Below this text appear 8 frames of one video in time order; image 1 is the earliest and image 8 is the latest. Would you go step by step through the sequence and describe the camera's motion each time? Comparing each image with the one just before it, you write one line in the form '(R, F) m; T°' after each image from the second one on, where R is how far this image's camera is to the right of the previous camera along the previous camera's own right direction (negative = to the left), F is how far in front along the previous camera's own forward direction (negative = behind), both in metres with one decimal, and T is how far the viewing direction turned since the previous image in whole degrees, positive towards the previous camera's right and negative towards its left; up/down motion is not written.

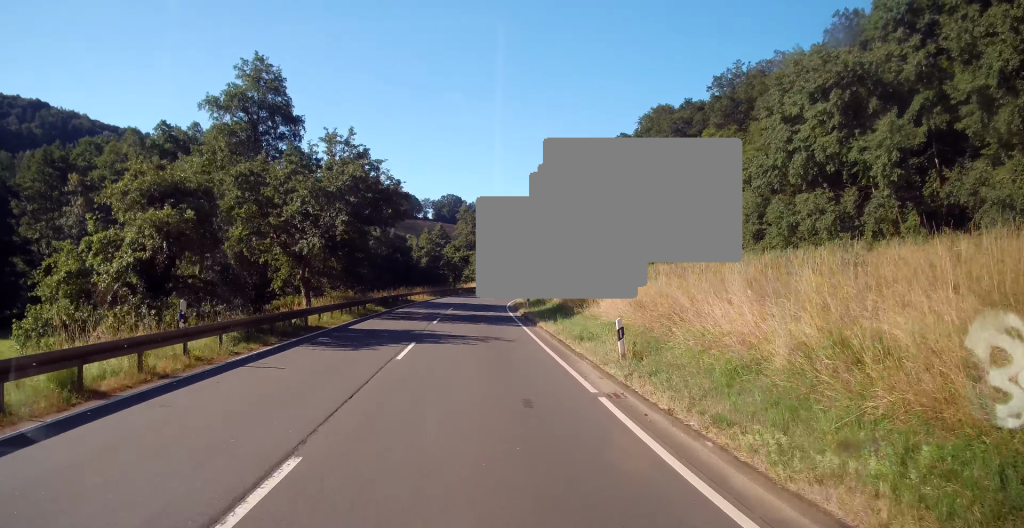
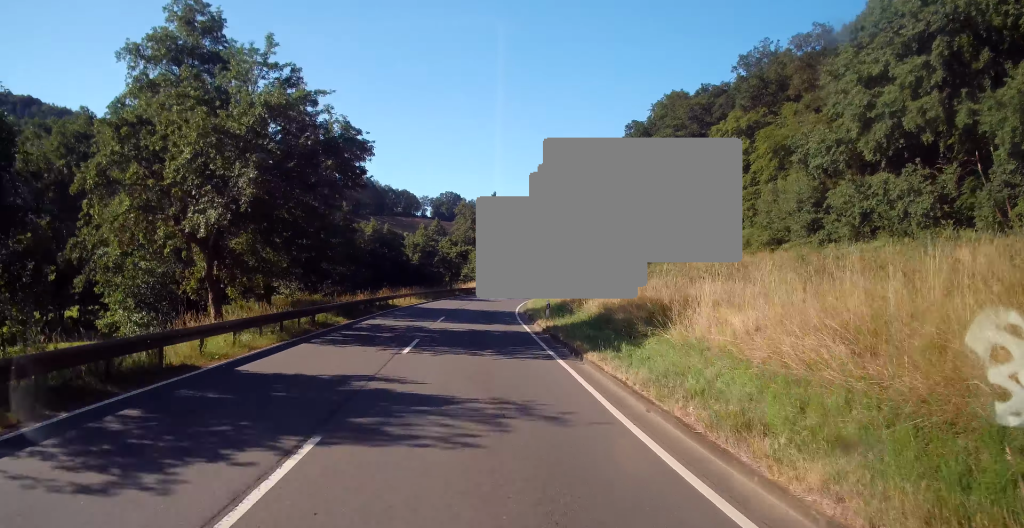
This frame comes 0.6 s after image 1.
(0.0, +10.7) m; -1°
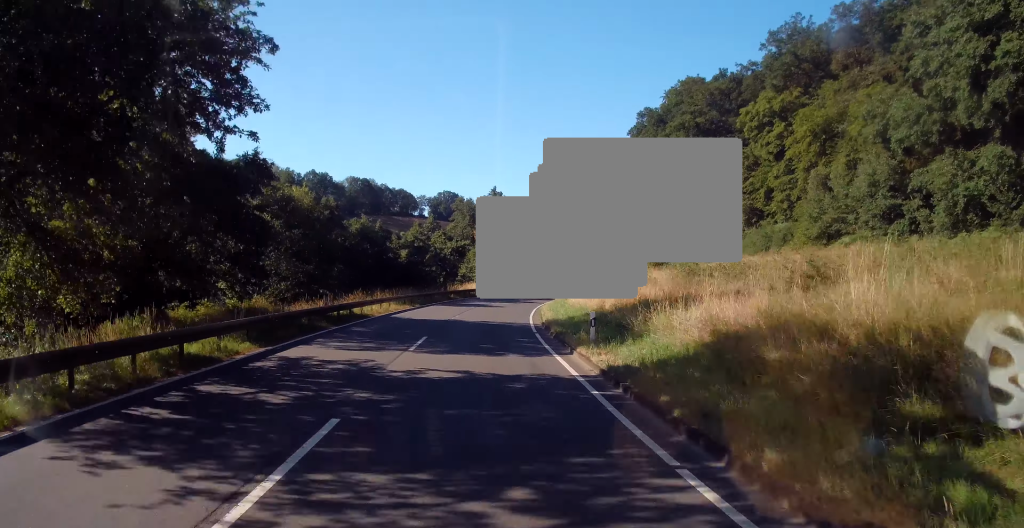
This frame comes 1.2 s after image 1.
(-0.1, +11.3) m; 0°
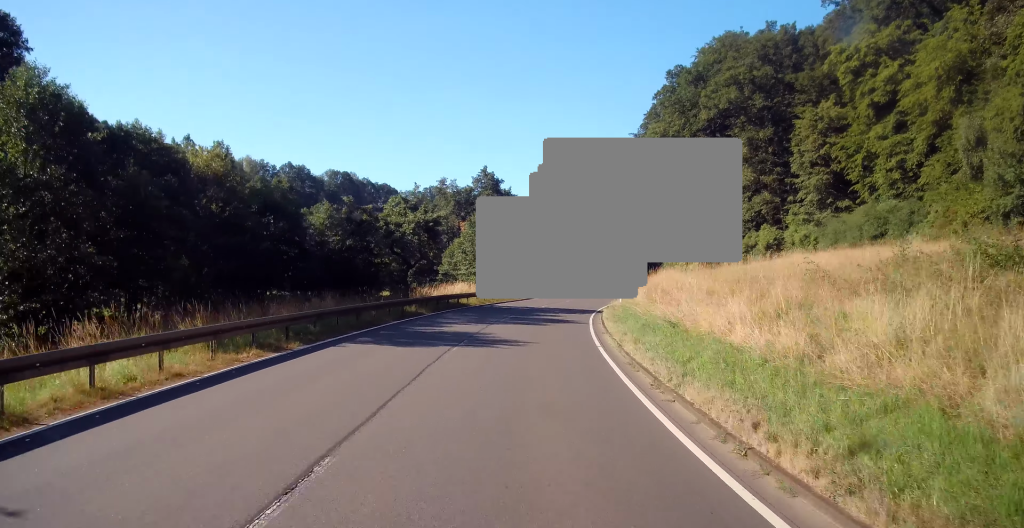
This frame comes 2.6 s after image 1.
(+0.5, +27.0) m; +4°
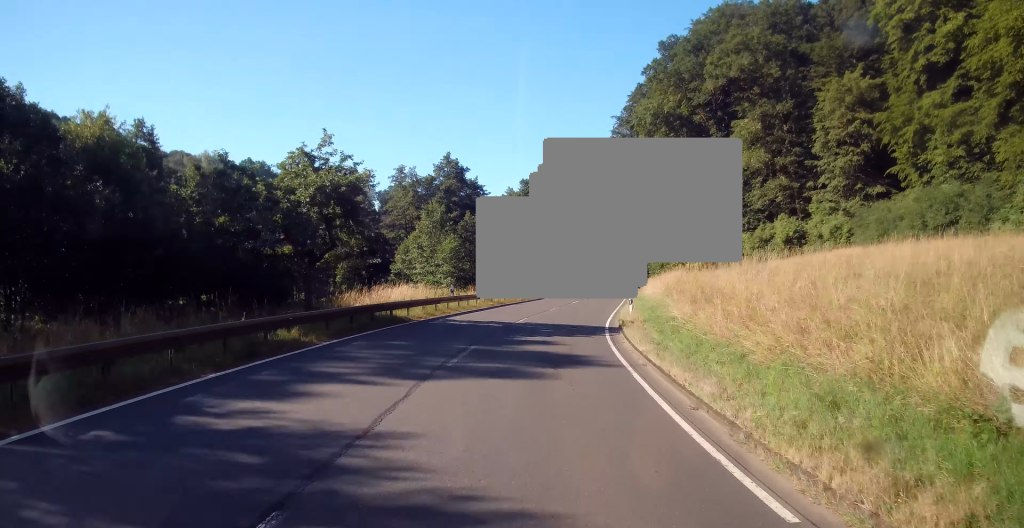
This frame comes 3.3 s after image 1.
(+0.4, +13.7) m; +4°
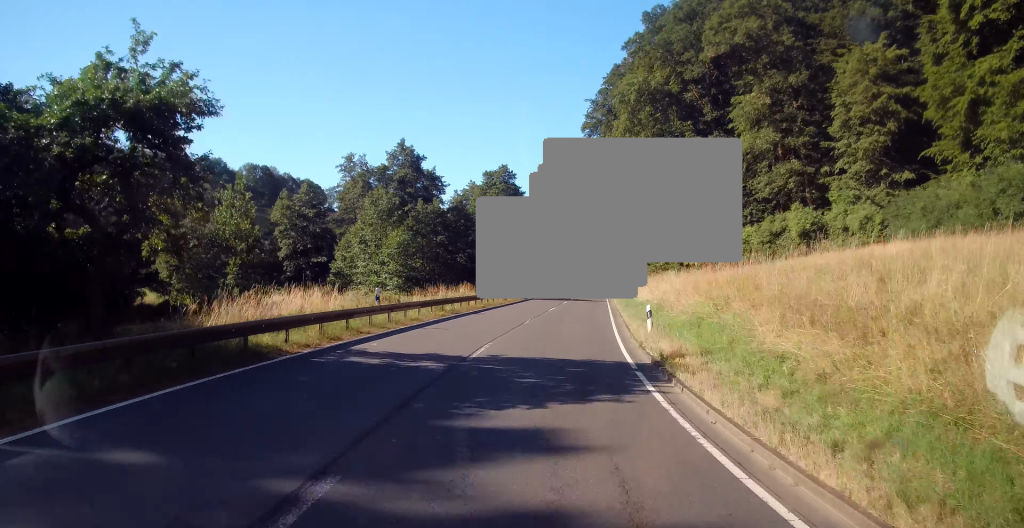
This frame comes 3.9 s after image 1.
(+0.1, +11.3) m; +3°
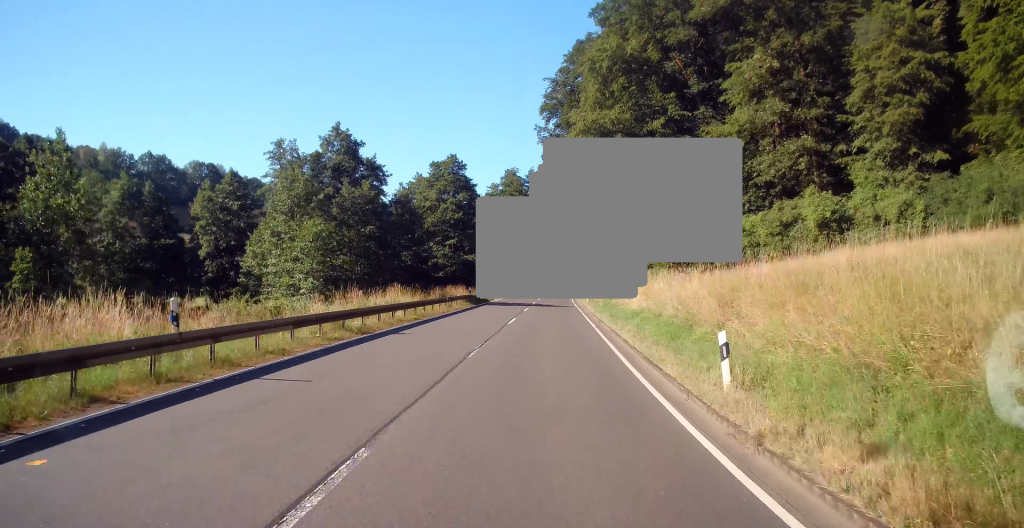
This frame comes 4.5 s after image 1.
(+0.5, +10.7) m; +3°
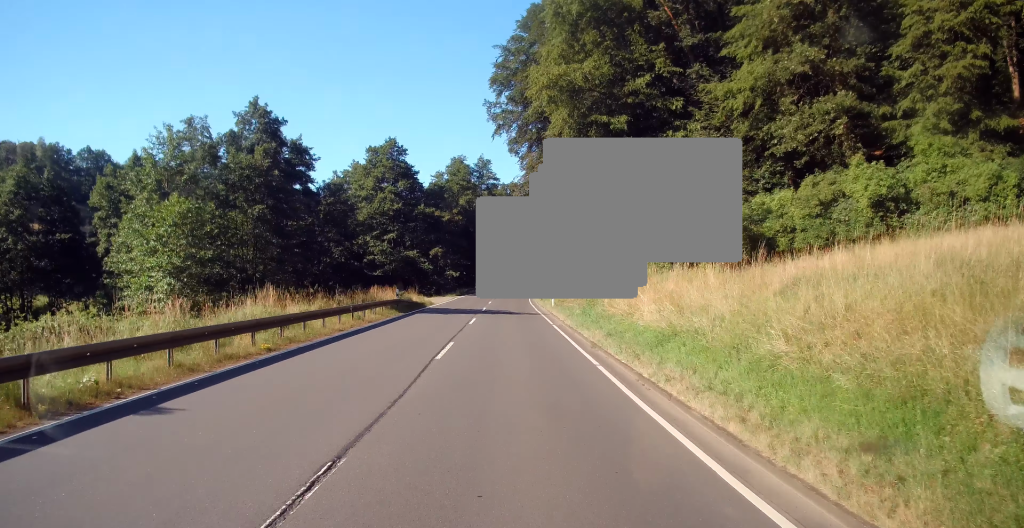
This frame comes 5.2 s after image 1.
(+0.4, +12.7) m; +3°
